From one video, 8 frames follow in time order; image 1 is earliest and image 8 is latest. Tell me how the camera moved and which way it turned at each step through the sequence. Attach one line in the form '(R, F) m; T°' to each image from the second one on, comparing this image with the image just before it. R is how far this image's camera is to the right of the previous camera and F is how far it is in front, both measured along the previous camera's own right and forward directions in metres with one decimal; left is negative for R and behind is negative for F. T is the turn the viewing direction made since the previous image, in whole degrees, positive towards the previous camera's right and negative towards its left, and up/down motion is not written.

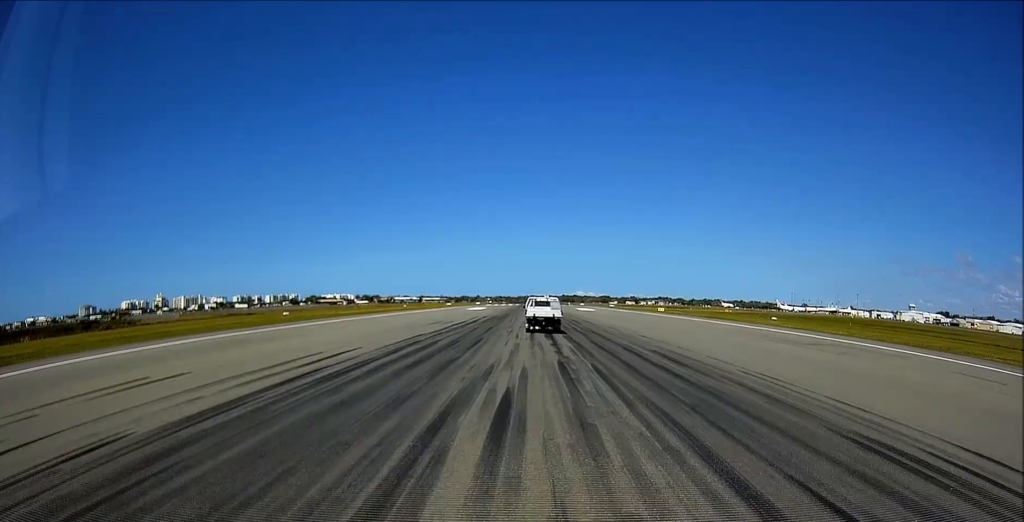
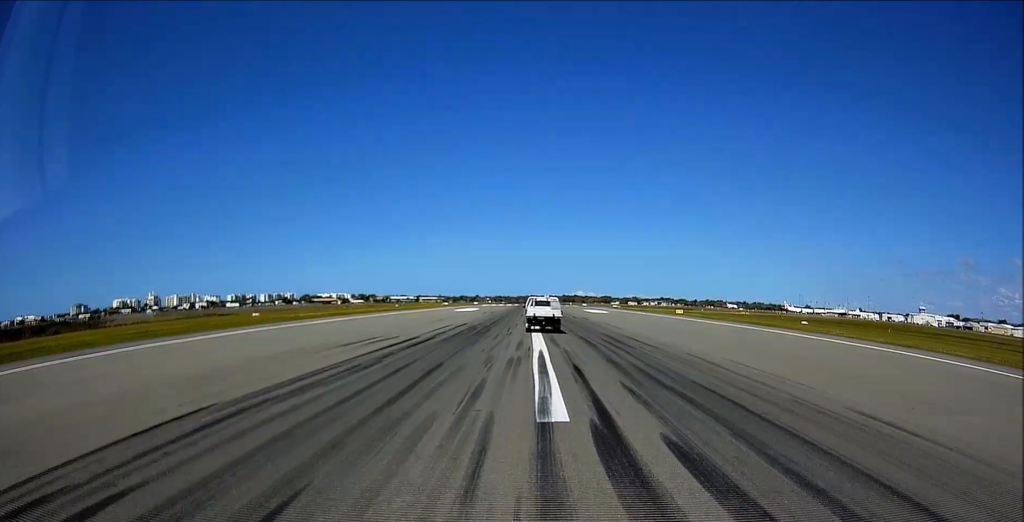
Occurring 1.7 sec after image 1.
(+0.2, +22.4) m; +2°
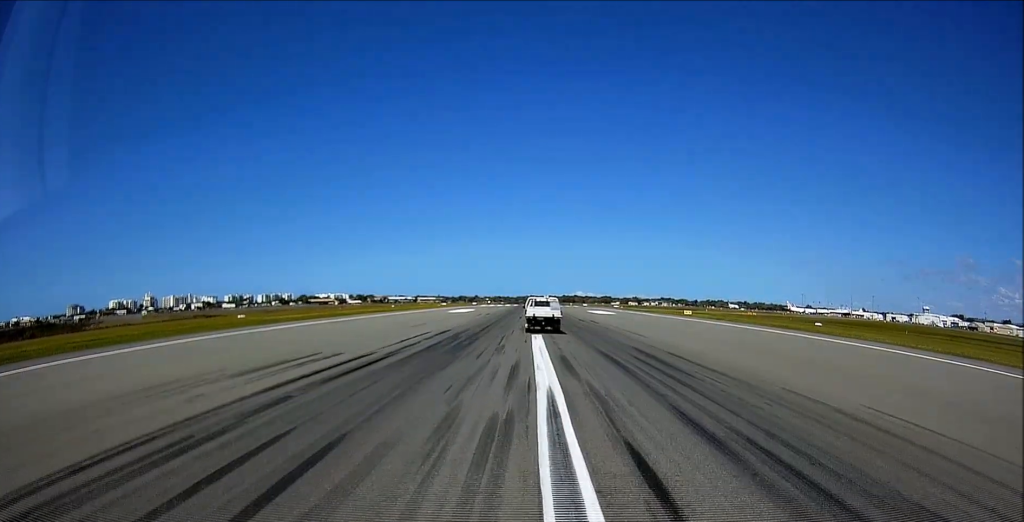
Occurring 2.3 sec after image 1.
(+0.1, +8.9) m; +1°
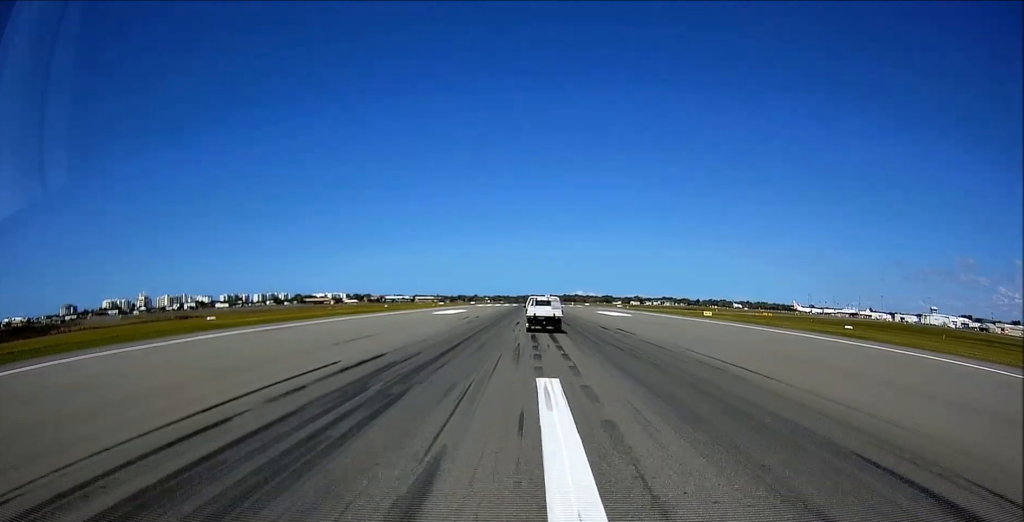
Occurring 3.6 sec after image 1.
(+0.1, +16.5) m; +1°
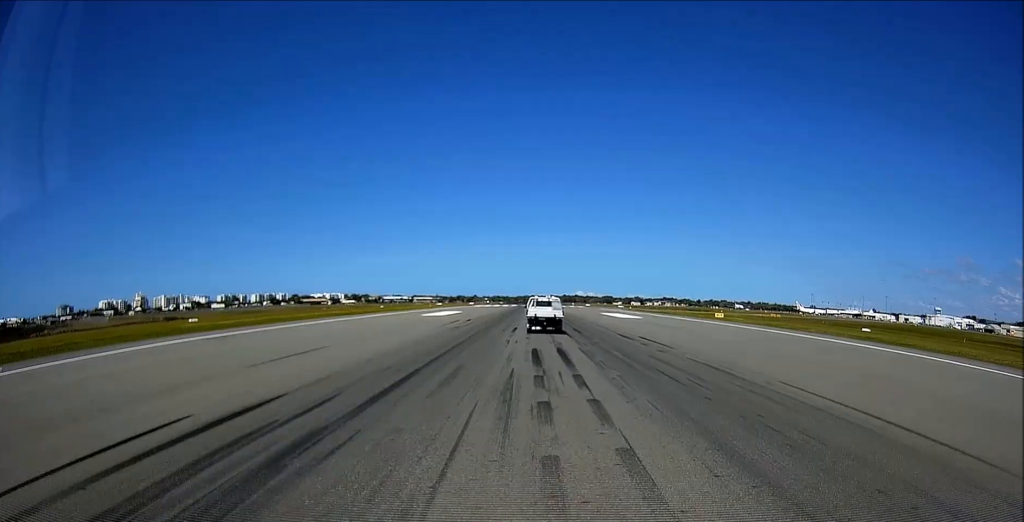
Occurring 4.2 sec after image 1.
(+0.1, +8.5) m; -1°
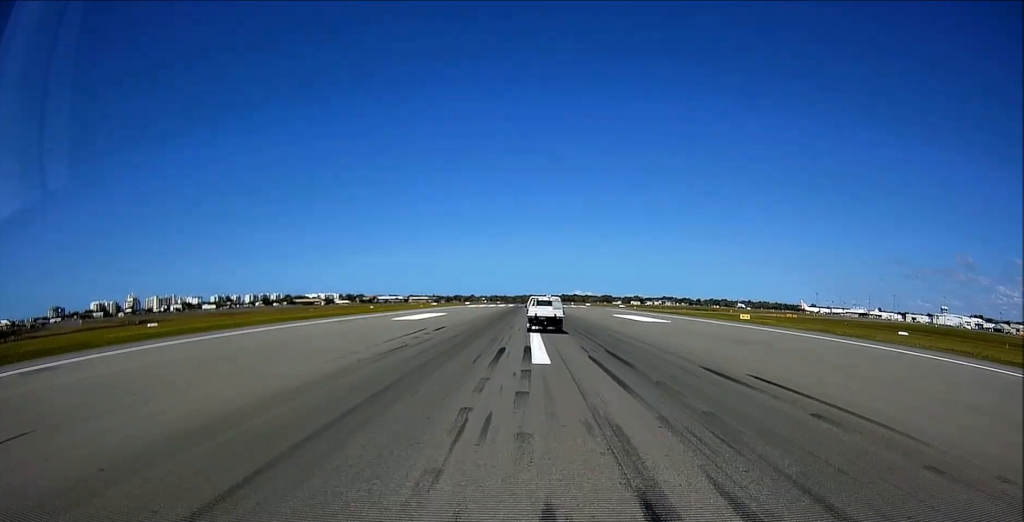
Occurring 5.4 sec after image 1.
(-0.4, +16.4) m; -1°
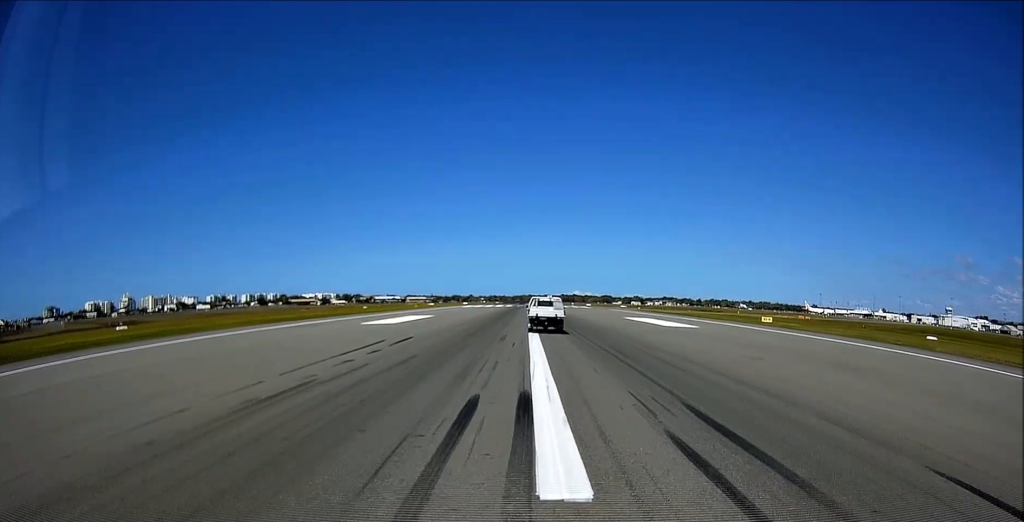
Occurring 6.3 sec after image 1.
(+0.1, +11.2) m; 0°
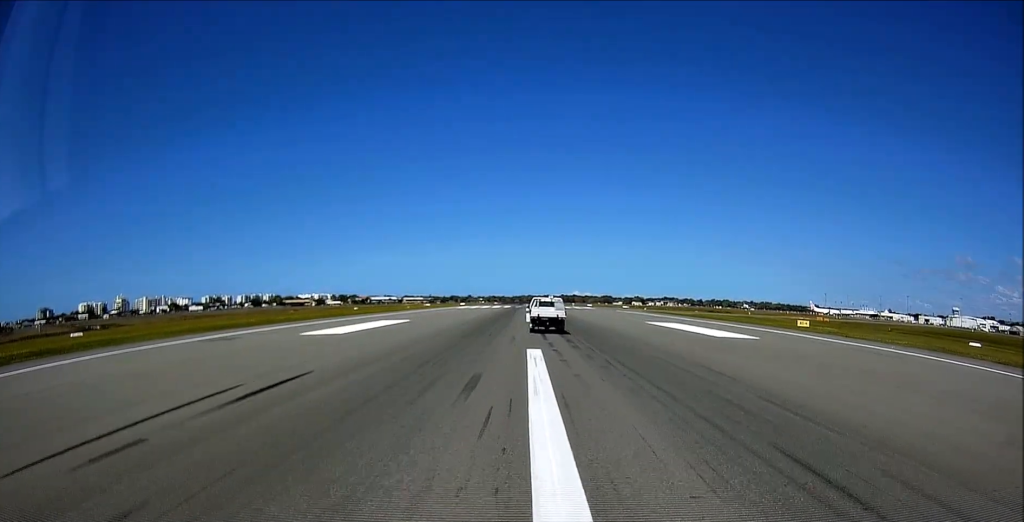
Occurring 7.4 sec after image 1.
(0.0, +14.6) m; 0°
